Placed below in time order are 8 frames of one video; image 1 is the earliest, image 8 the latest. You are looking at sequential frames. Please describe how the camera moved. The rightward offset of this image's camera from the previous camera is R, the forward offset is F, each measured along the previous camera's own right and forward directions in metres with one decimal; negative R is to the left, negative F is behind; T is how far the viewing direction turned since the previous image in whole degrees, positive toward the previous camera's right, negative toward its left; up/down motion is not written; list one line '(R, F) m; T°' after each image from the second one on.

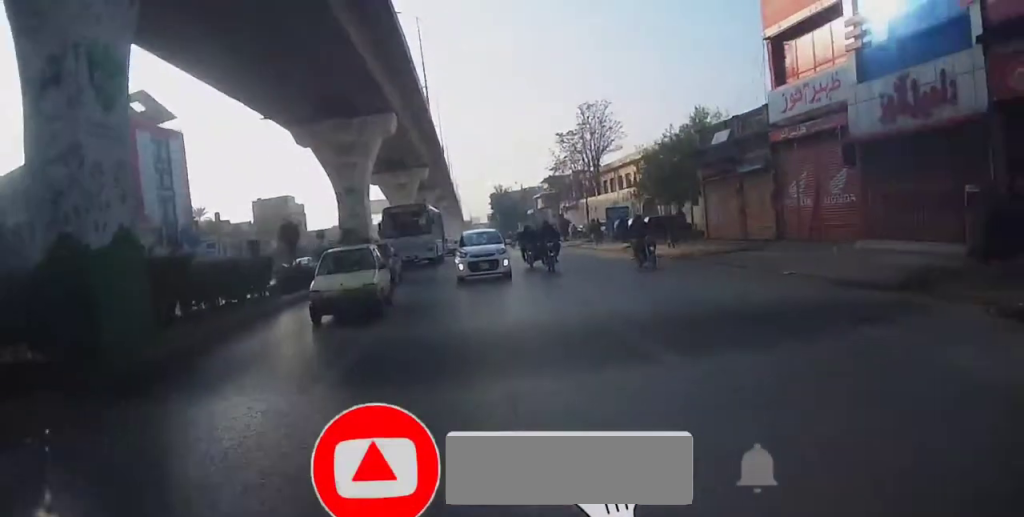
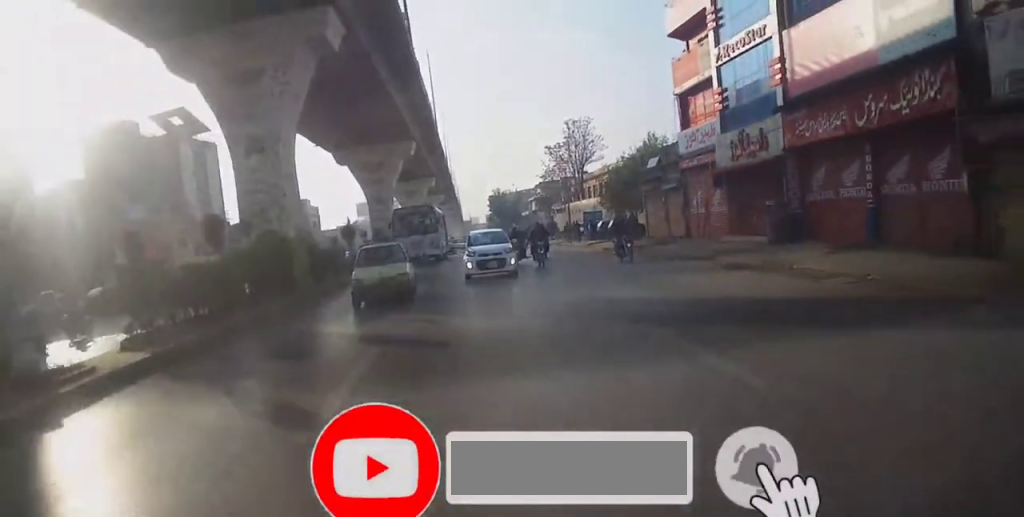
(+0.4, +10.0) m; -2°
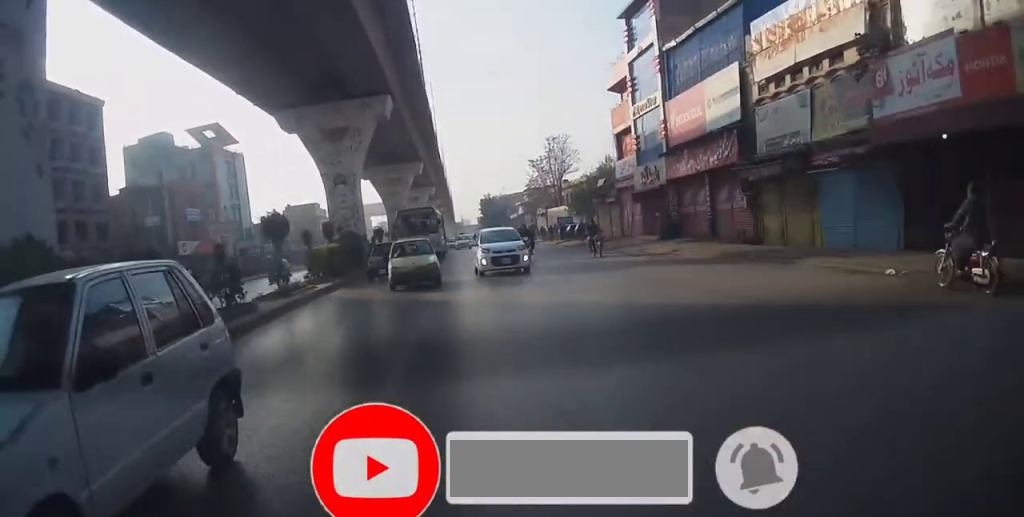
(-0.8, +12.9) m; -2°
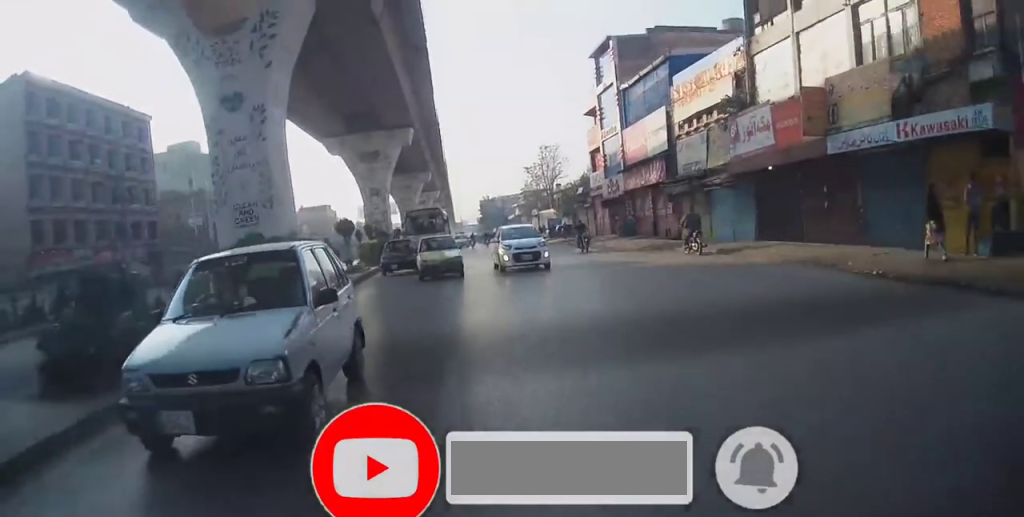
(+0.4, +10.3) m; +3°
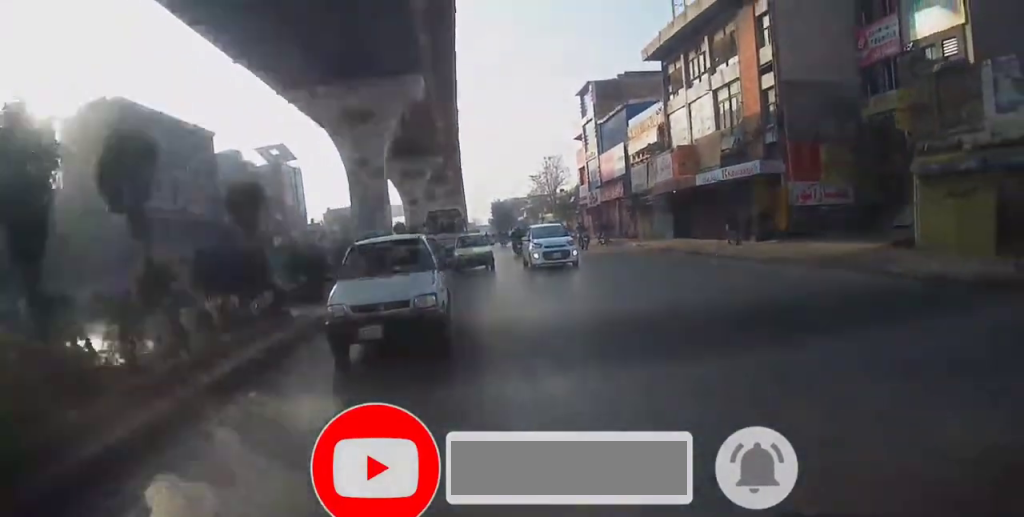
(+0.4, +13.8) m; -1°
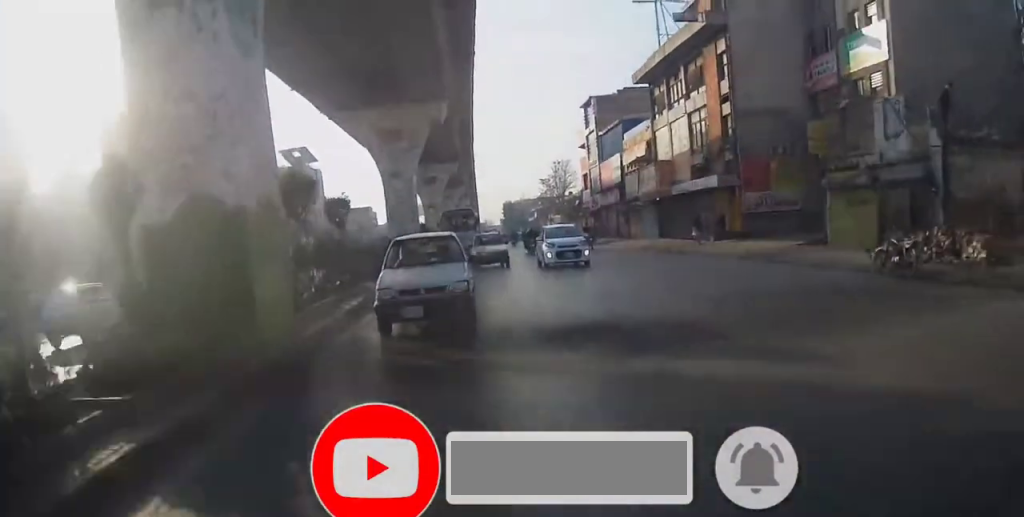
(-0.2, +6.2) m; -1°
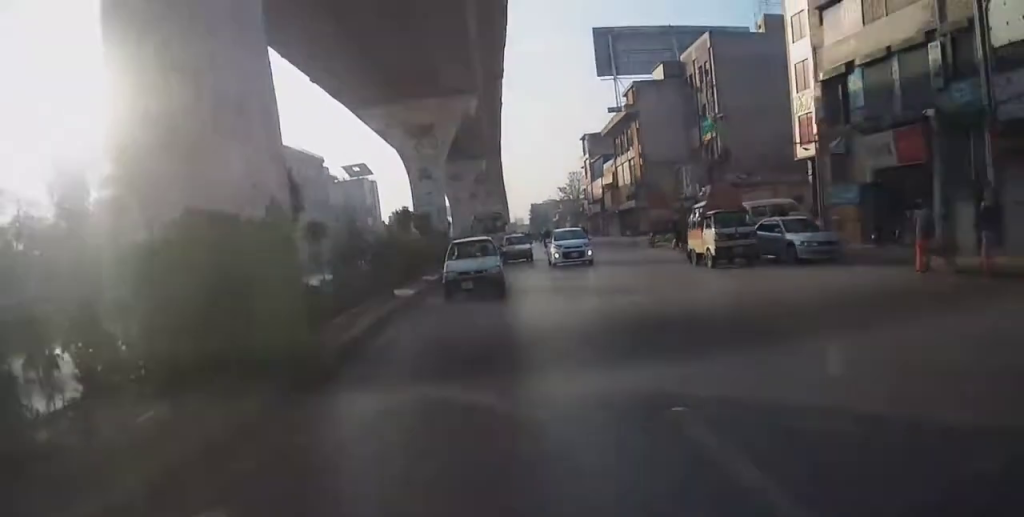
(-0.4, +25.9) m; -1°
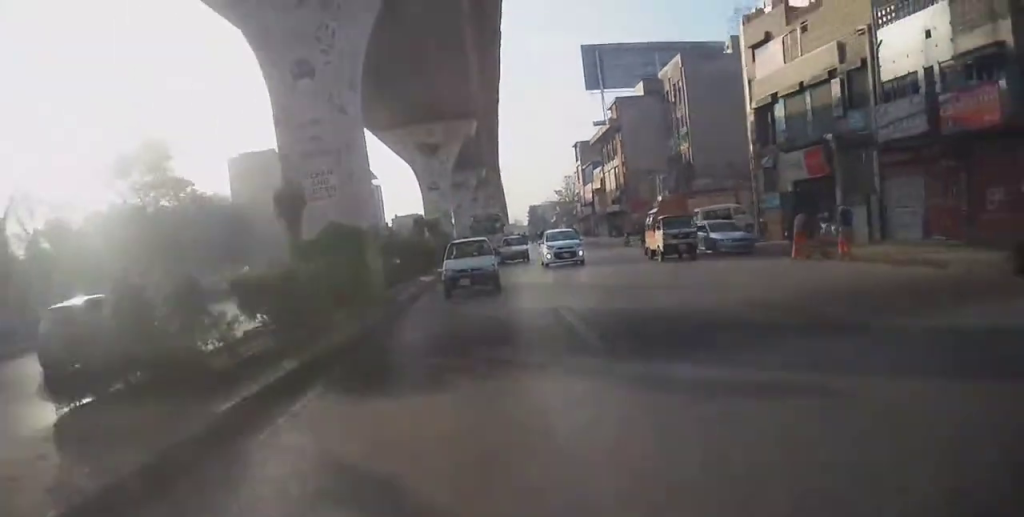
(-0.2, +6.8) m; 0°
